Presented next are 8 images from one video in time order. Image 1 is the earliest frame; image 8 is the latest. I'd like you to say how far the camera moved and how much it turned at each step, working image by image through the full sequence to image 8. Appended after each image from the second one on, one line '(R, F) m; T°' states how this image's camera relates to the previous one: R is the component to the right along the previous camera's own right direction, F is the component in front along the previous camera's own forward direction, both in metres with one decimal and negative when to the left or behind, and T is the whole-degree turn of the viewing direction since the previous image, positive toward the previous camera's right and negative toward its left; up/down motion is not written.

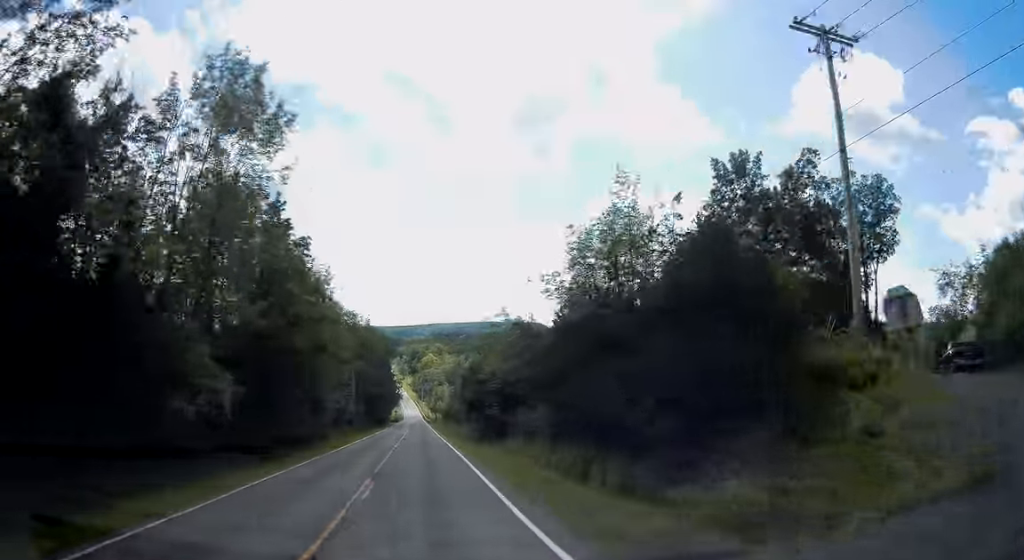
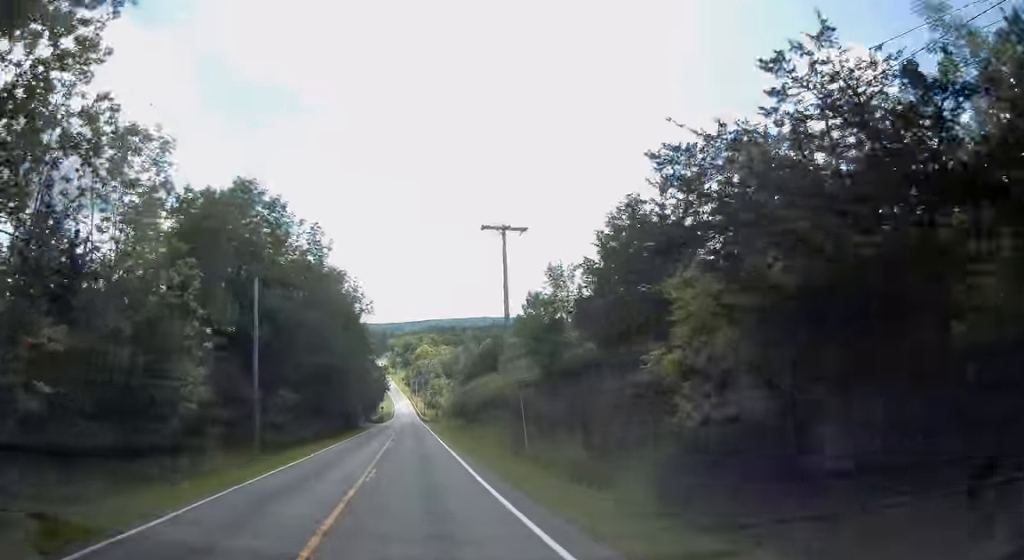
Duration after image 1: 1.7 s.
(-0.1, +46.8) m; 0°
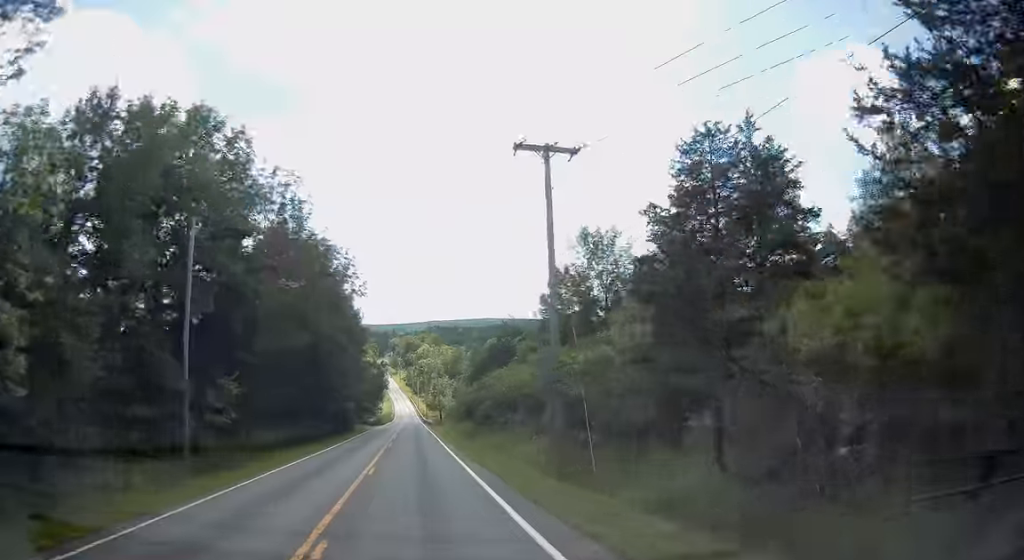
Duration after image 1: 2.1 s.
(+0.1, +10.9) m; 0°
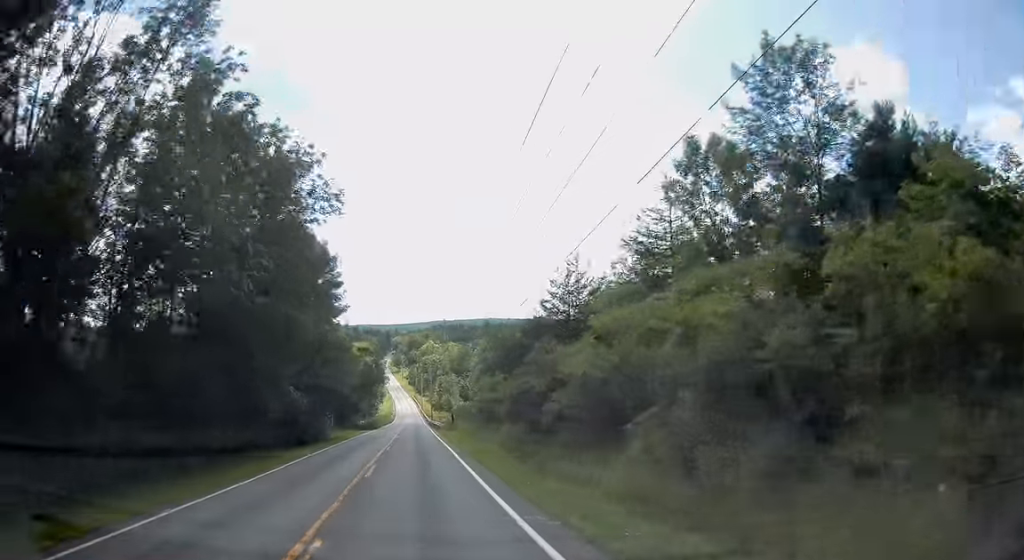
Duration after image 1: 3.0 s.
(+0.1, +24.8) m; 0°
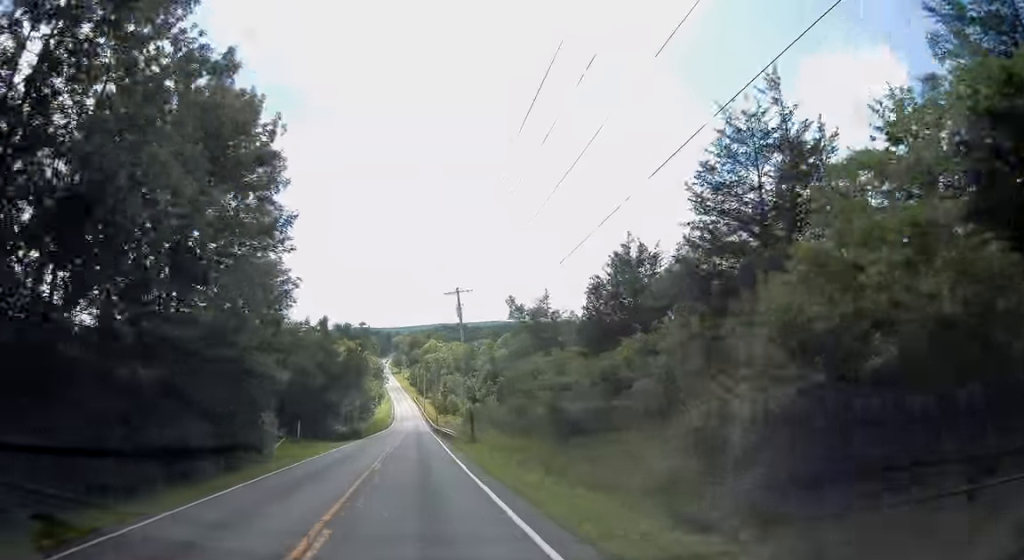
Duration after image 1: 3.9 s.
(-0.1, +24.1) m; 0°
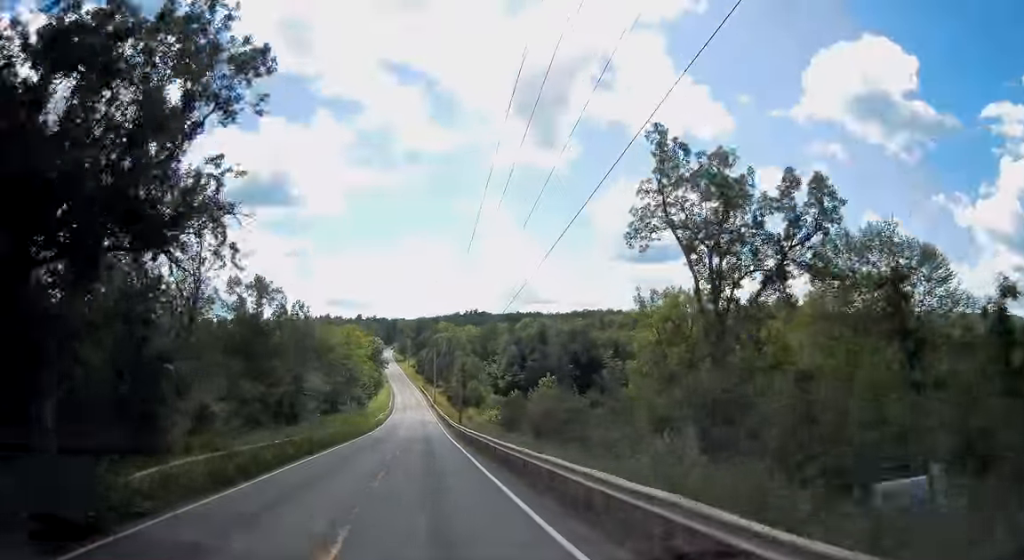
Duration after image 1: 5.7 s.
(0.0, +48.7) m; 0°
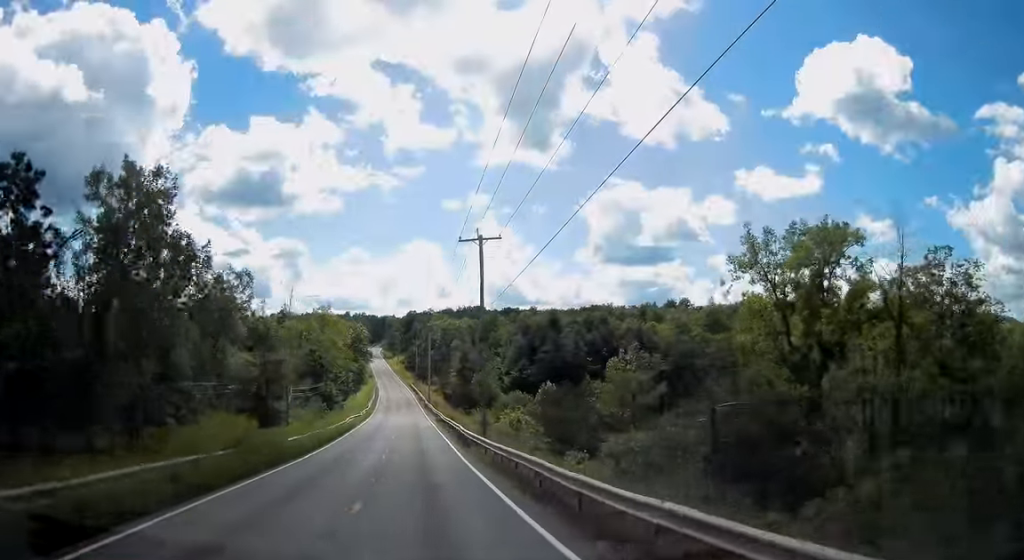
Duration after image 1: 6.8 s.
(-0.1, +31.2) m; 0°
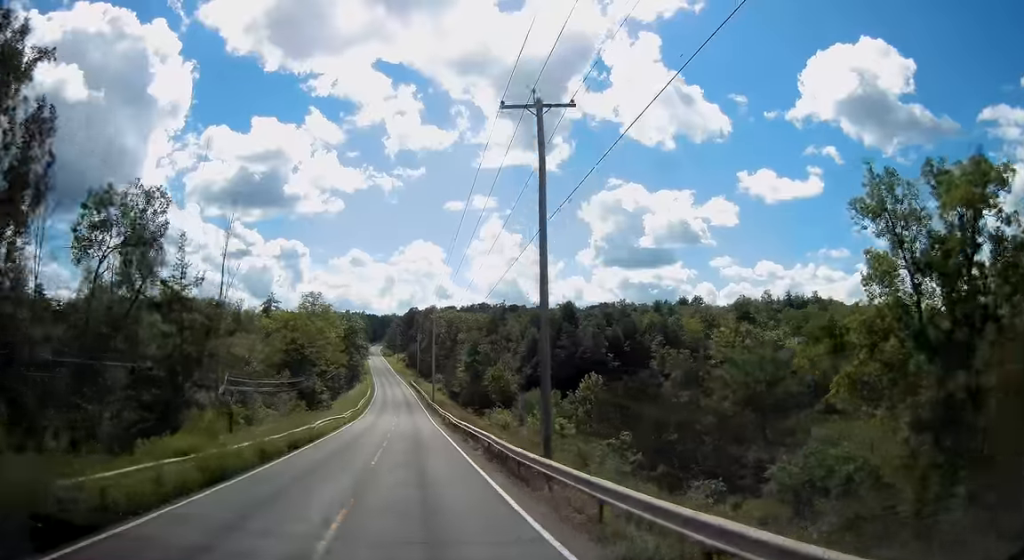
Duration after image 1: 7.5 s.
(+0.2, +16.8) m; 0°
